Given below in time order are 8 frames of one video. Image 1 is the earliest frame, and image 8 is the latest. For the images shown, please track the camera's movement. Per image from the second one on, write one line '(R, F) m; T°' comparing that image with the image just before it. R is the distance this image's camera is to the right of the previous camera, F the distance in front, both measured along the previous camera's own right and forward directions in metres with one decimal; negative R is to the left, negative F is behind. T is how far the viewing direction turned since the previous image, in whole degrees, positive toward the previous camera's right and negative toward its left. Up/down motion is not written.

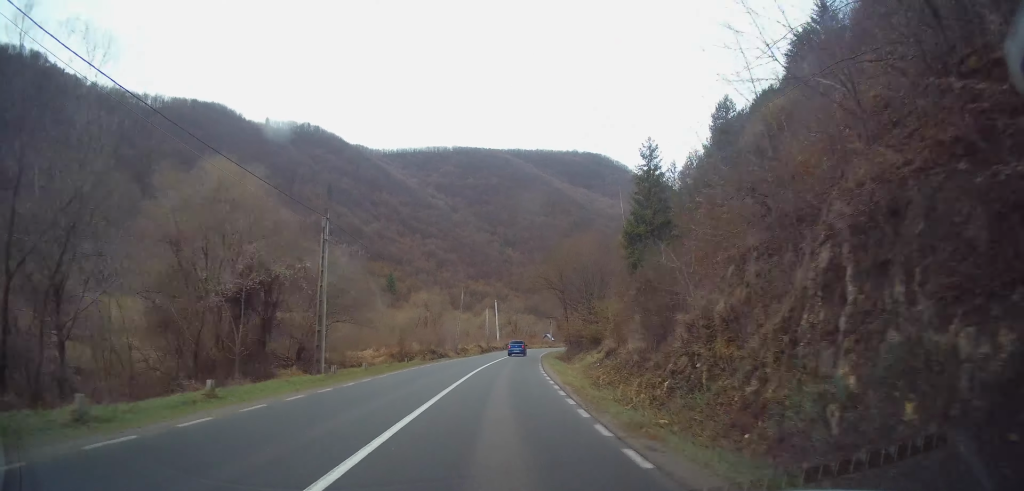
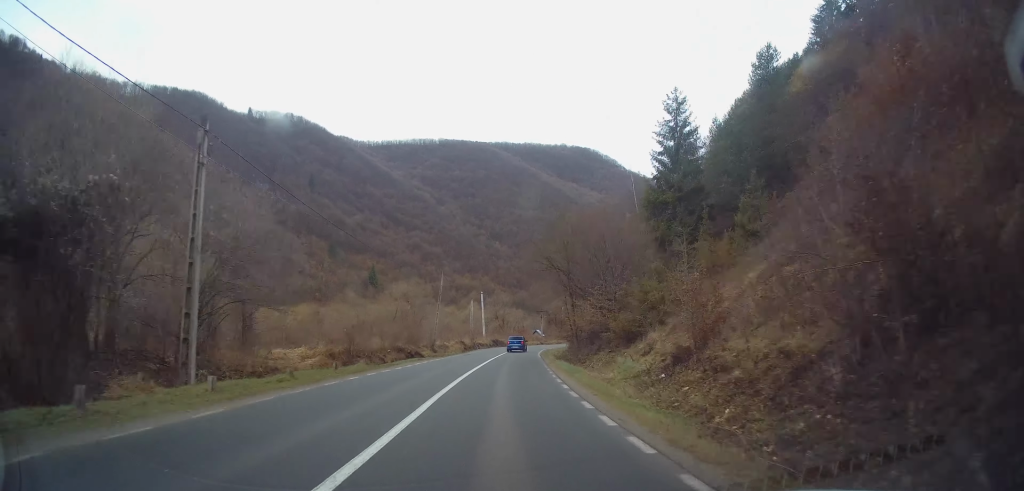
(+0.3, +11.7) m; +1°
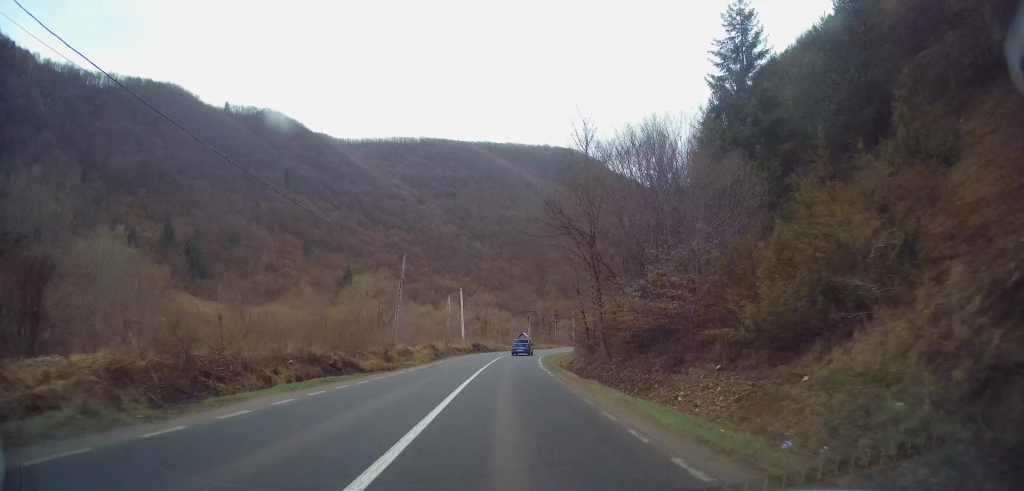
(+0.1, +15.2) m; 0°
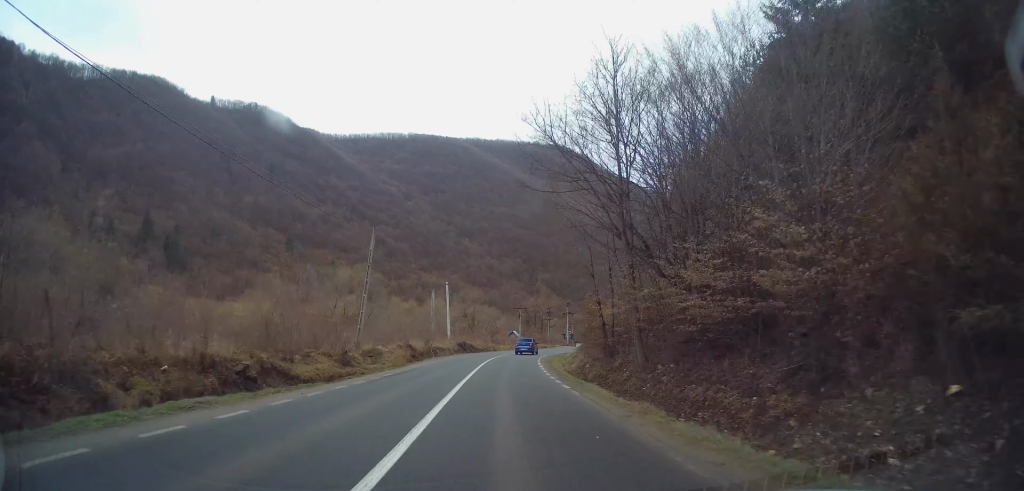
(0.0, +7.9) m; +1°
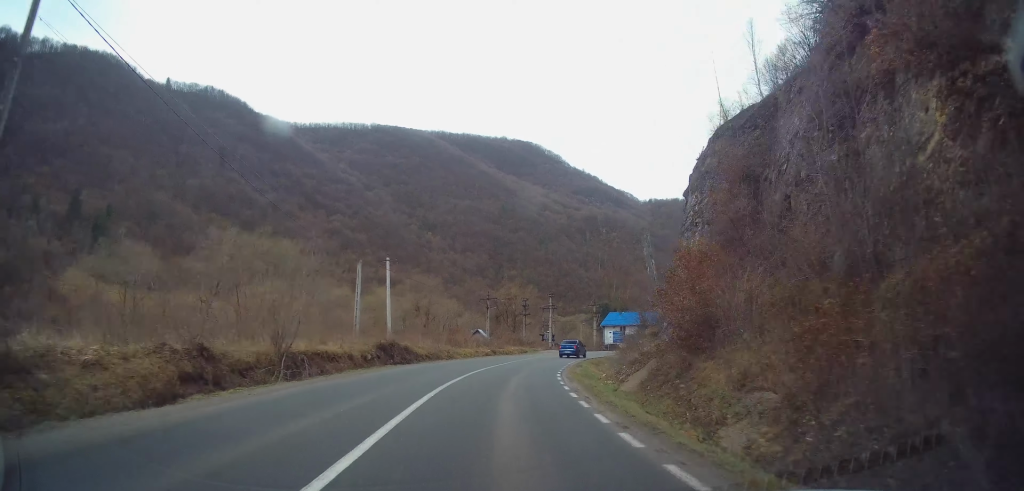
(+1.7, +26.3) m; +8°
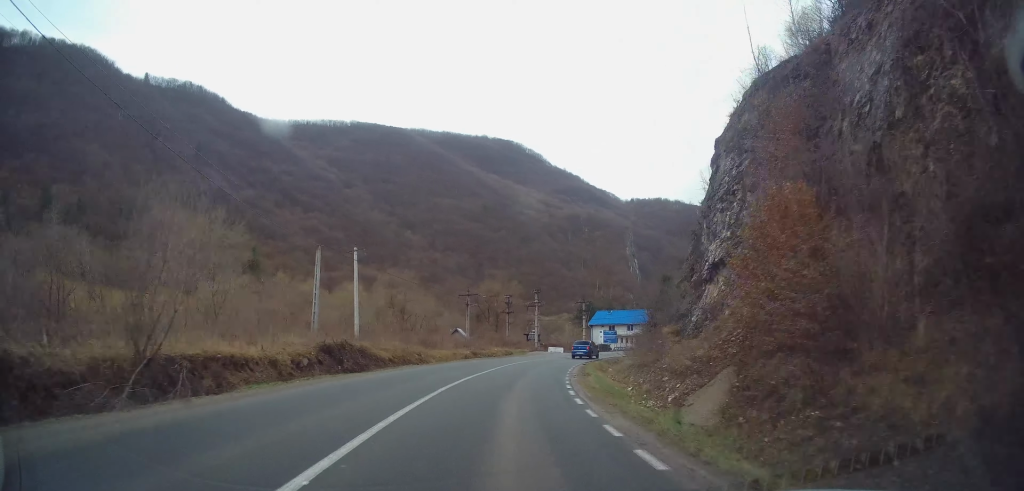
(+0.2, +7.2) m; +2°
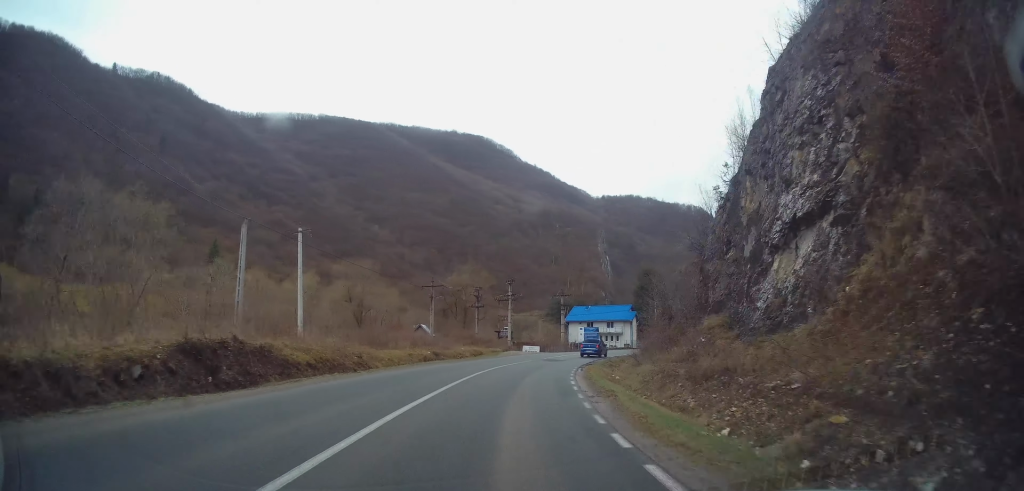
(0.0, +8.8) m; +3°
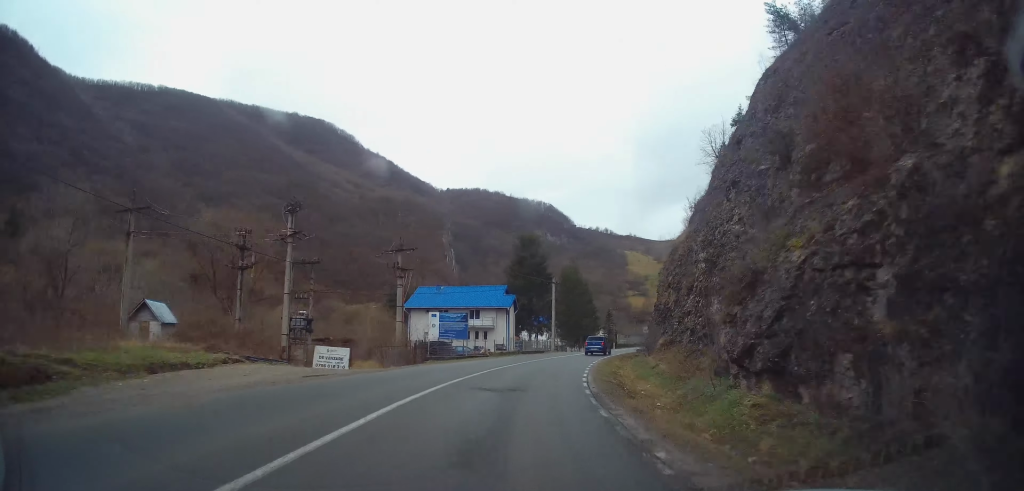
(+5.1, +35.5) m; +18°
